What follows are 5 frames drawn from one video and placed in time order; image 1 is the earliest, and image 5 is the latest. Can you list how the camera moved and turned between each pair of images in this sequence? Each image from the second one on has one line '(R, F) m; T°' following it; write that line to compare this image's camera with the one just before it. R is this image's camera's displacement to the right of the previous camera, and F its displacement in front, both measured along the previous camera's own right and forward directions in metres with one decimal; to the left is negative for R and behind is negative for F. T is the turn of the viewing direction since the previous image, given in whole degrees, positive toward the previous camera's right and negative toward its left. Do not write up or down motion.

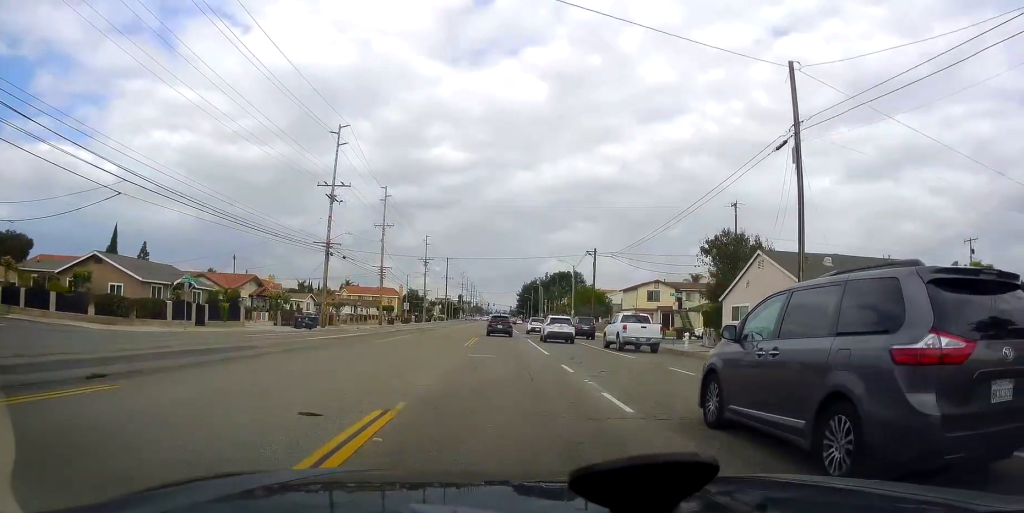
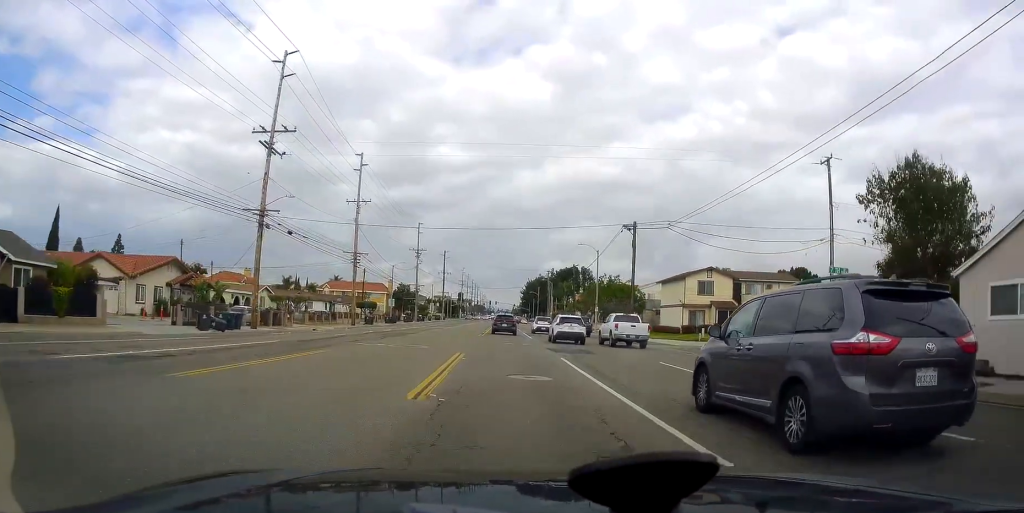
(0.0, +17.8) m; 0°
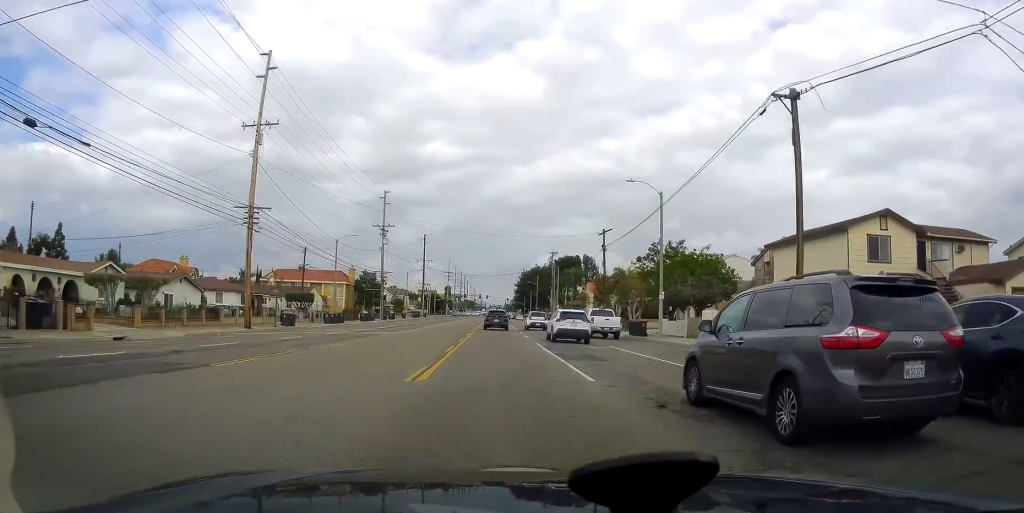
(0.0, +28.0) m; 0°
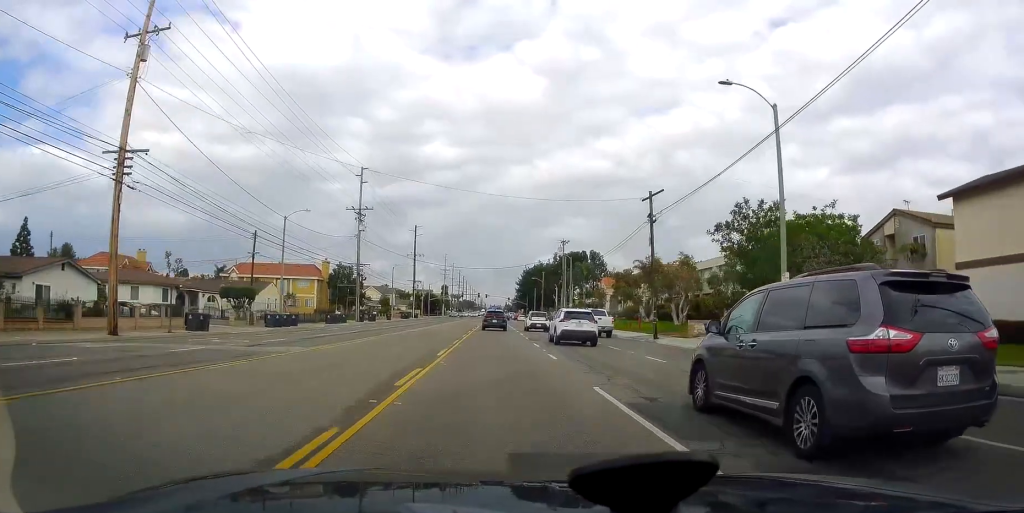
(0.0, +16.3) m; 0°
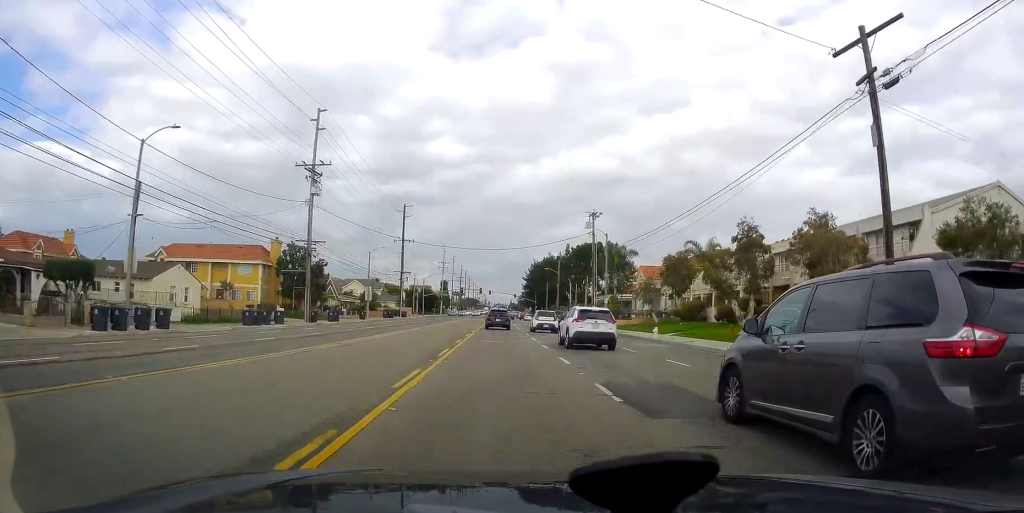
(0.0, +23.0) m; 0°
